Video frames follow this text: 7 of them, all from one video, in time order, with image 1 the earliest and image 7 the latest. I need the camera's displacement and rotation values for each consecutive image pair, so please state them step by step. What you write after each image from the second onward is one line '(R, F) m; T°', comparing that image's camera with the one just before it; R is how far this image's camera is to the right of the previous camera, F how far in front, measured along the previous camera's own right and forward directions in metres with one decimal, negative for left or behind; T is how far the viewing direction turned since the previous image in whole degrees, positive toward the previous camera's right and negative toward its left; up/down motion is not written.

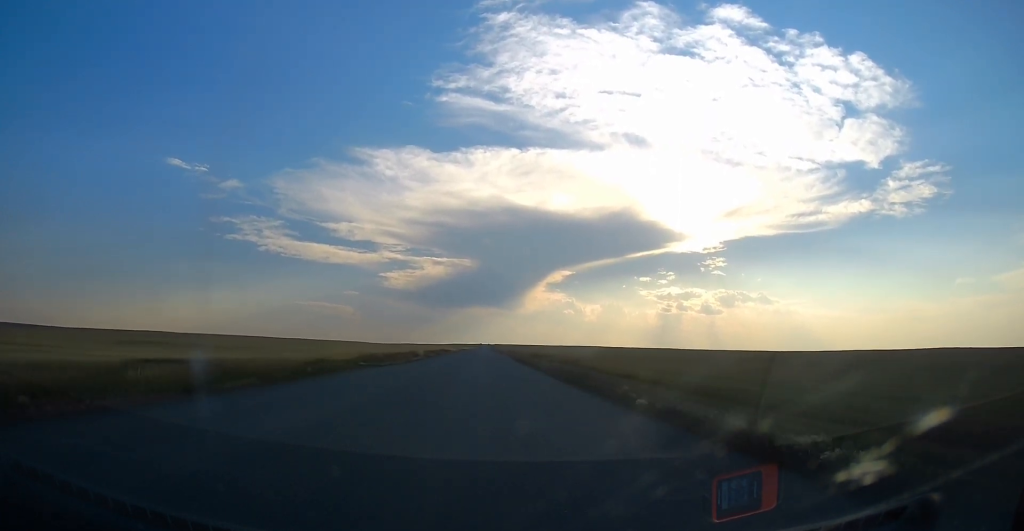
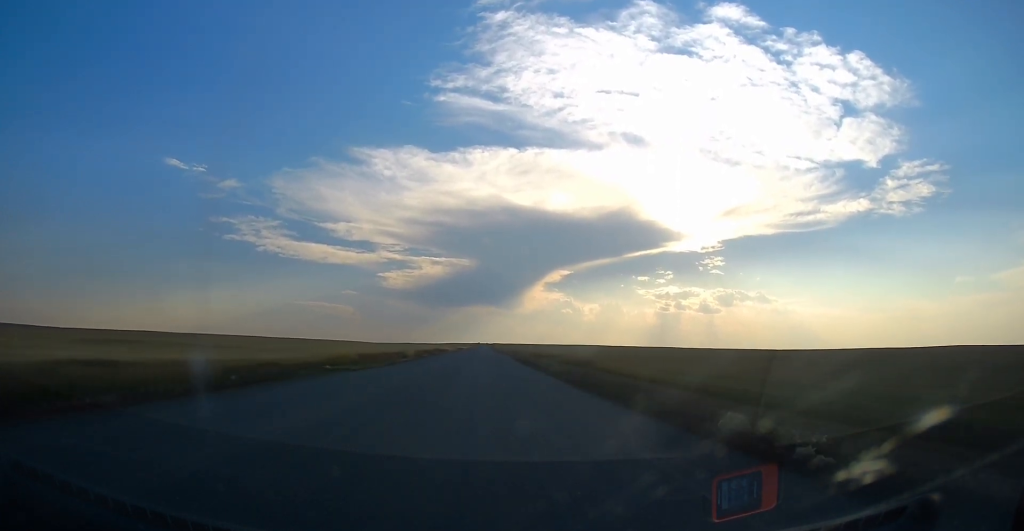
(-0.2, +10.1) m; -1°
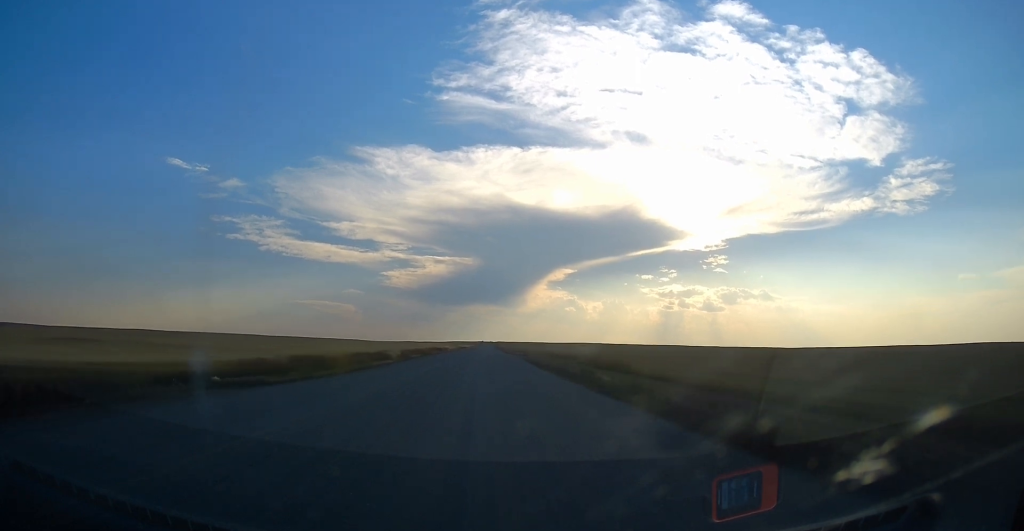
(0.0, +17.2) m; 0°
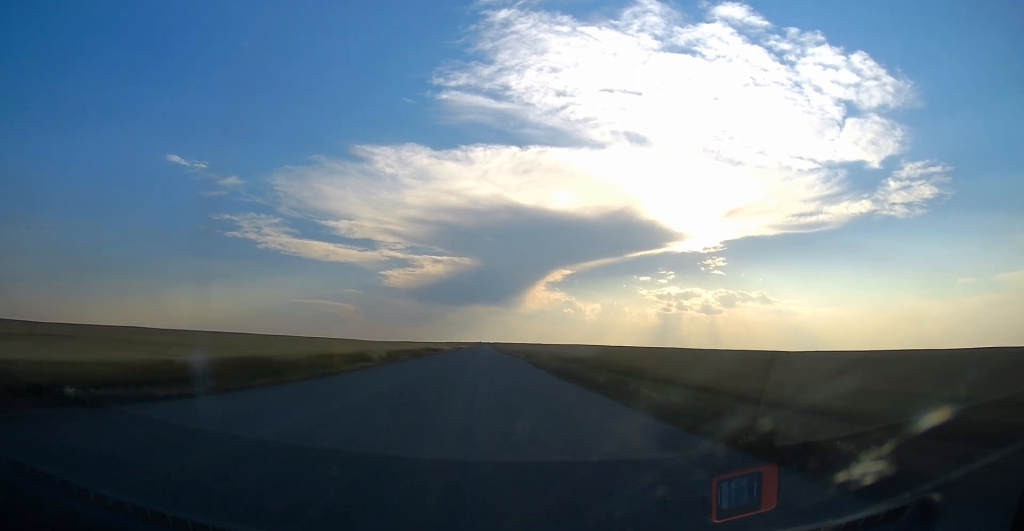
(0.0, +8.6) m; 0°
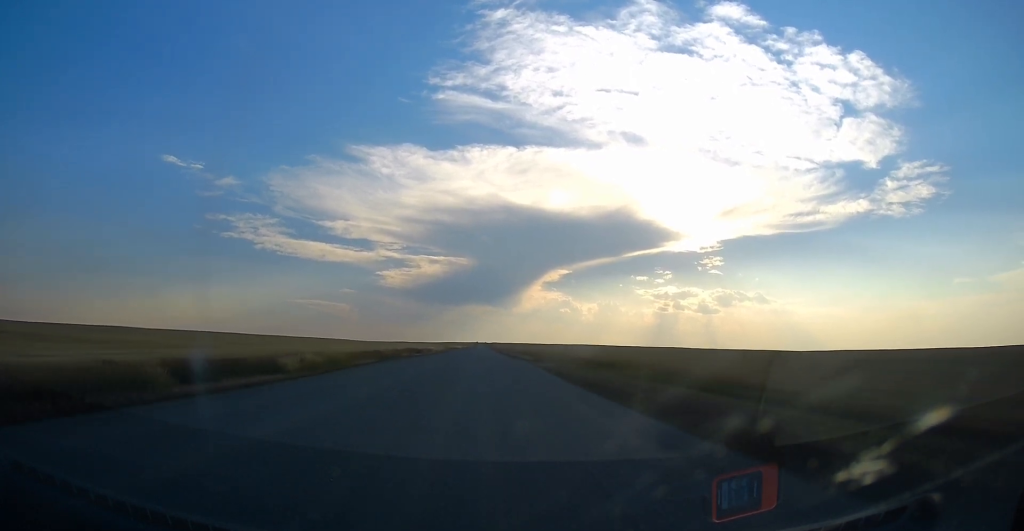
(0.0, +21.3) m; 0°
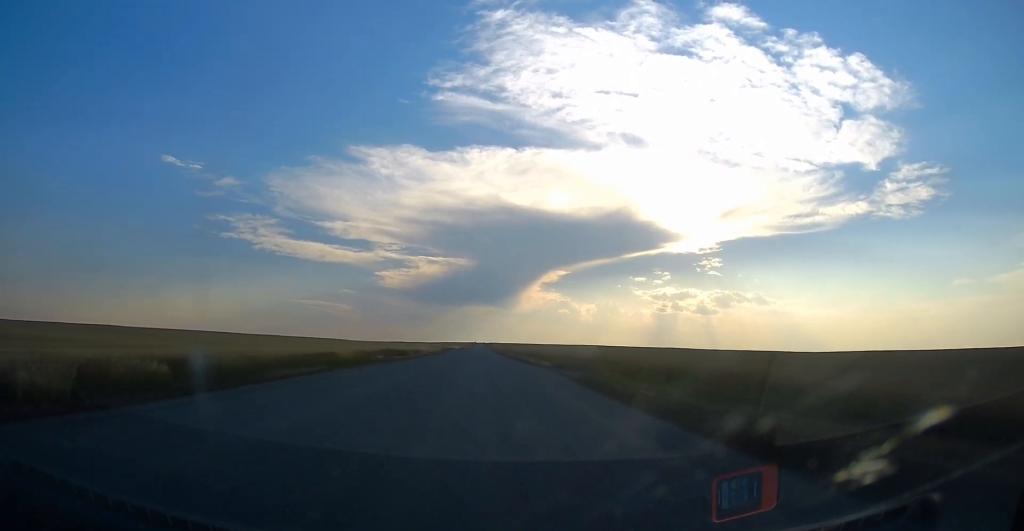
(0.0, +17.8) m; 0°
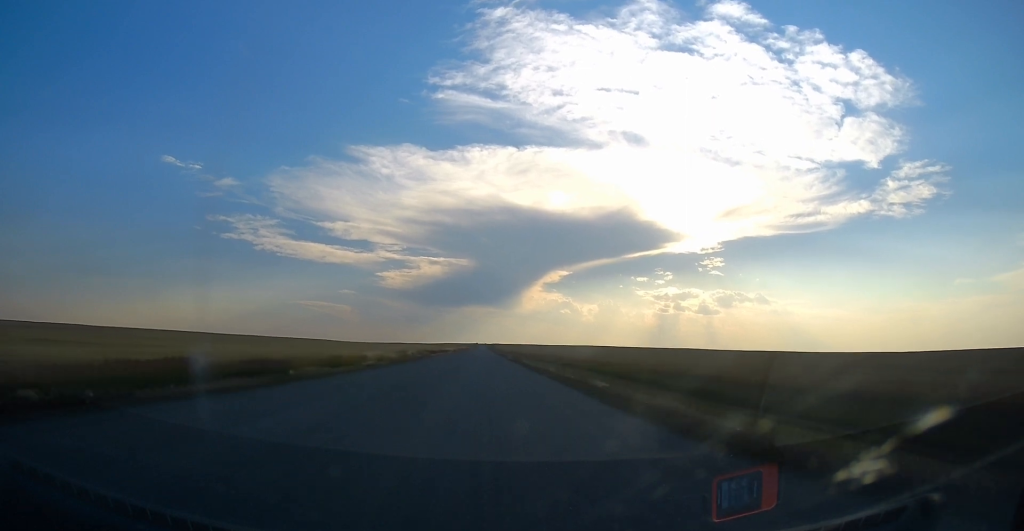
(+0.5, +48.2) m; +2°
